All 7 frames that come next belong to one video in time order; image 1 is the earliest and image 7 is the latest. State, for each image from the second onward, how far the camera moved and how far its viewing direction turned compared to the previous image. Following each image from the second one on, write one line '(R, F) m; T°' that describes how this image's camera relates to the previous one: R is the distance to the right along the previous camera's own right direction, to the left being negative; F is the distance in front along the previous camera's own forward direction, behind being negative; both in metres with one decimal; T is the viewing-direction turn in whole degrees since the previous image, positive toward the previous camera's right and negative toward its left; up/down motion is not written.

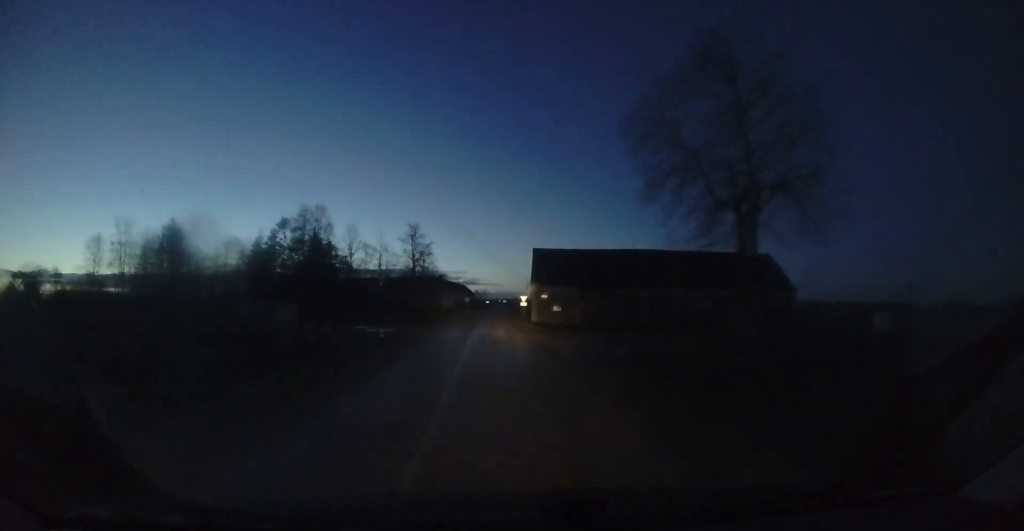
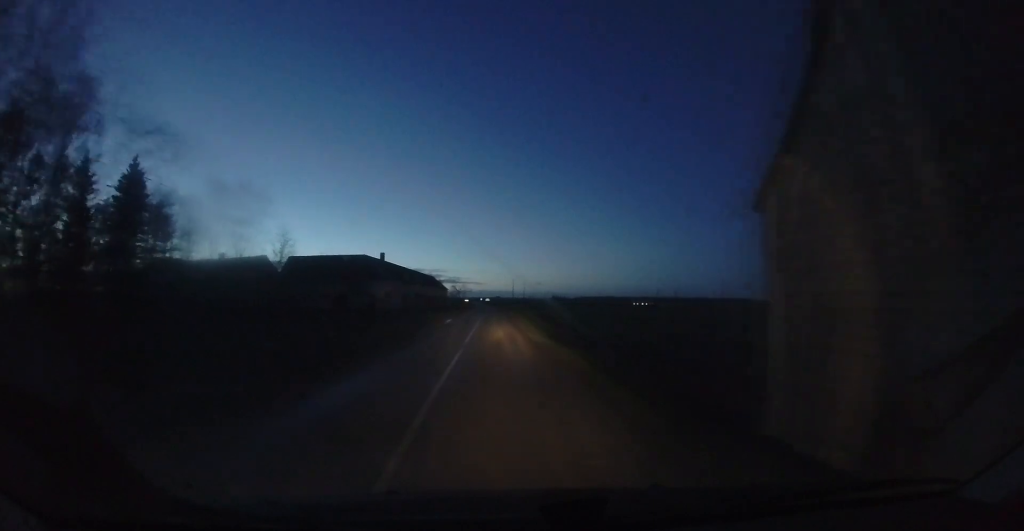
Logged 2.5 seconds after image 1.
(-0.2, +40.9) m; +2°
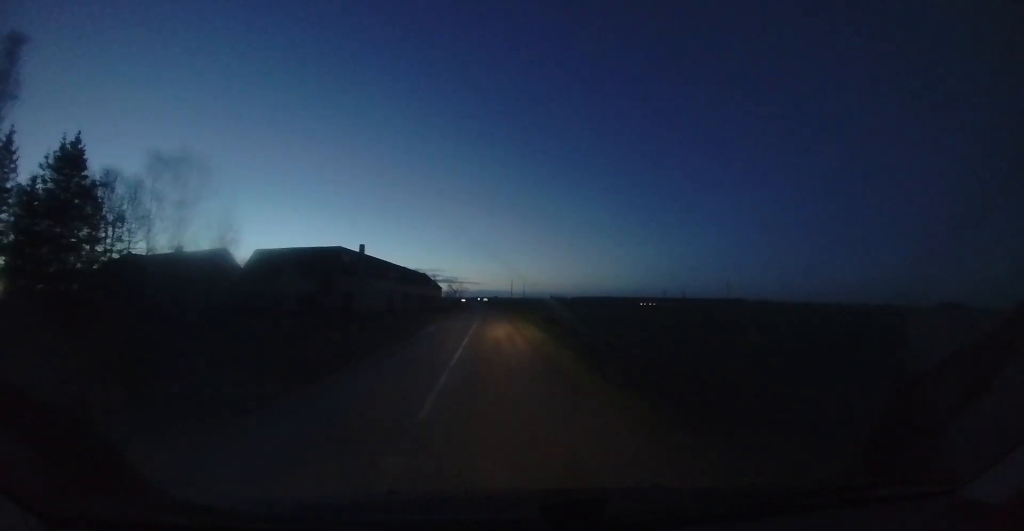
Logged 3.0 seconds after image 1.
(+0.2, +8.3) m; +1°
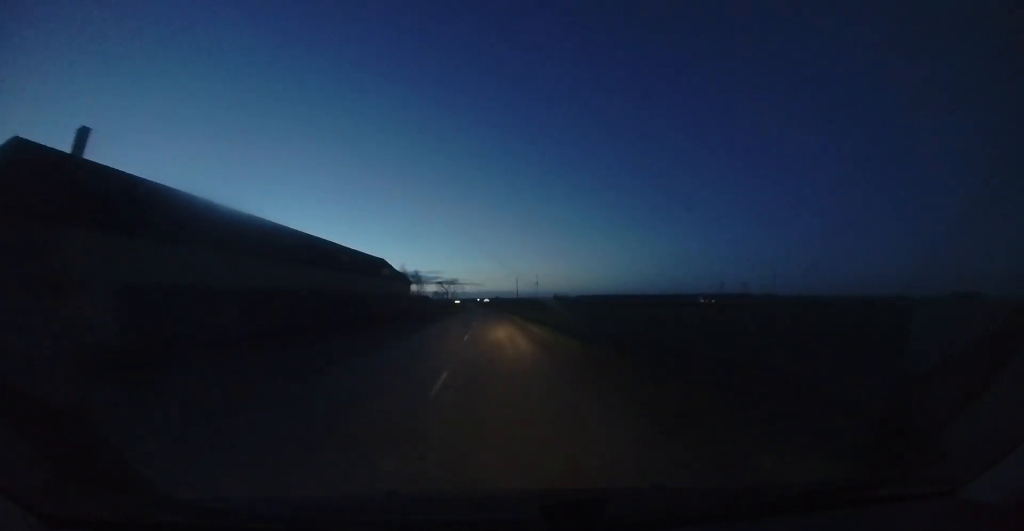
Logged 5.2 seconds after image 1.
(+0.3, +38.1) m; -1°
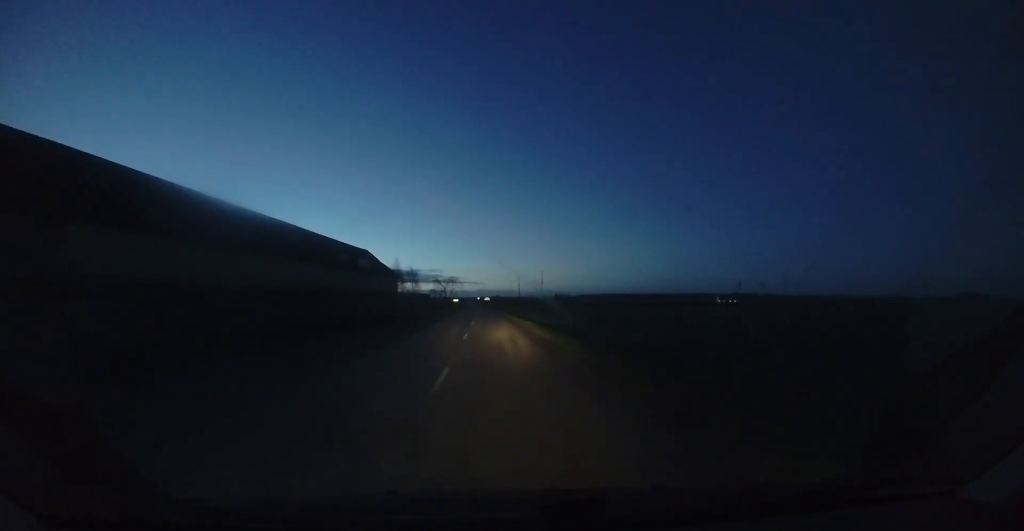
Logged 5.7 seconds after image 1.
(0.0, +7.9) m; 0°
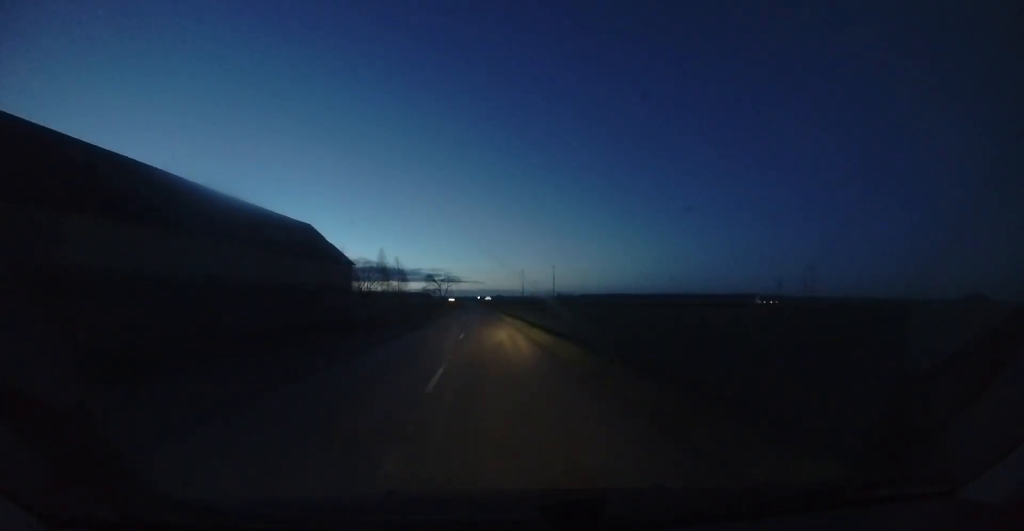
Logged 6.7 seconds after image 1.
(-0.3, +16.4) m; 0°
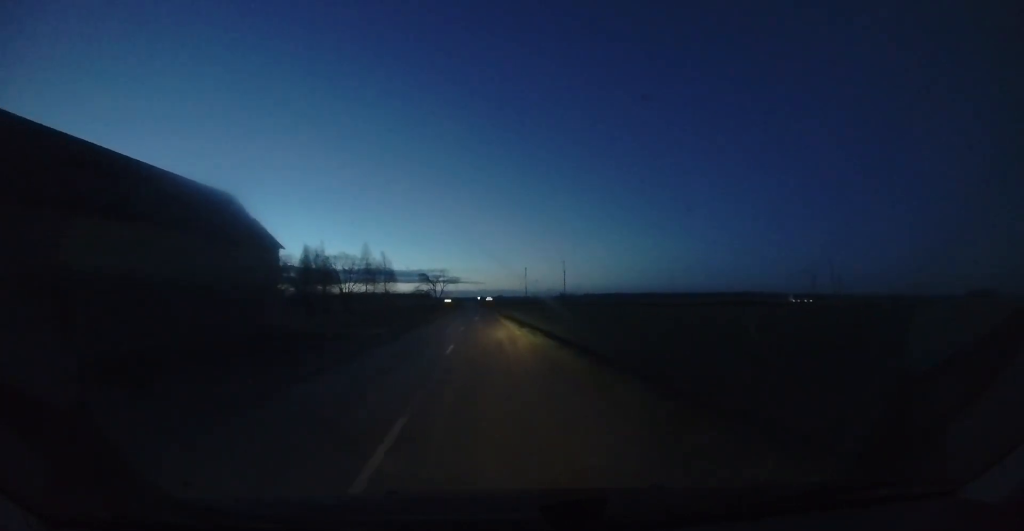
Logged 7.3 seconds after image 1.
(+0.1, +11.2) m; 0°
